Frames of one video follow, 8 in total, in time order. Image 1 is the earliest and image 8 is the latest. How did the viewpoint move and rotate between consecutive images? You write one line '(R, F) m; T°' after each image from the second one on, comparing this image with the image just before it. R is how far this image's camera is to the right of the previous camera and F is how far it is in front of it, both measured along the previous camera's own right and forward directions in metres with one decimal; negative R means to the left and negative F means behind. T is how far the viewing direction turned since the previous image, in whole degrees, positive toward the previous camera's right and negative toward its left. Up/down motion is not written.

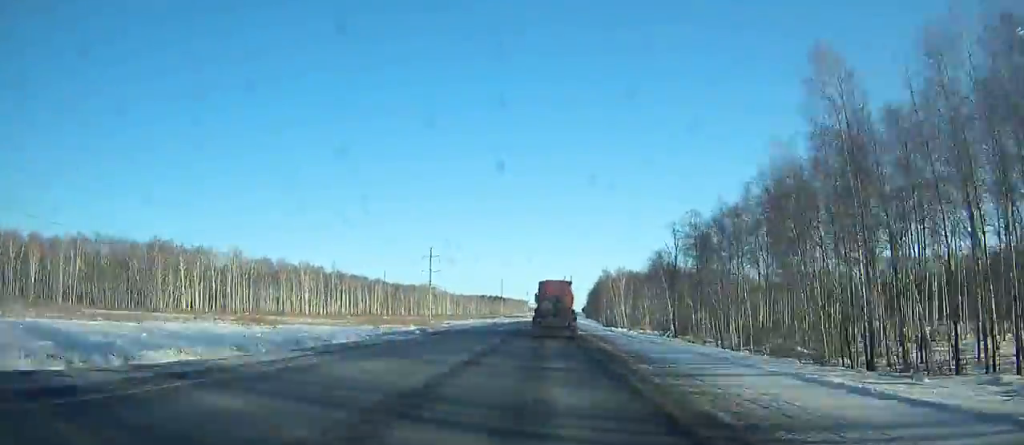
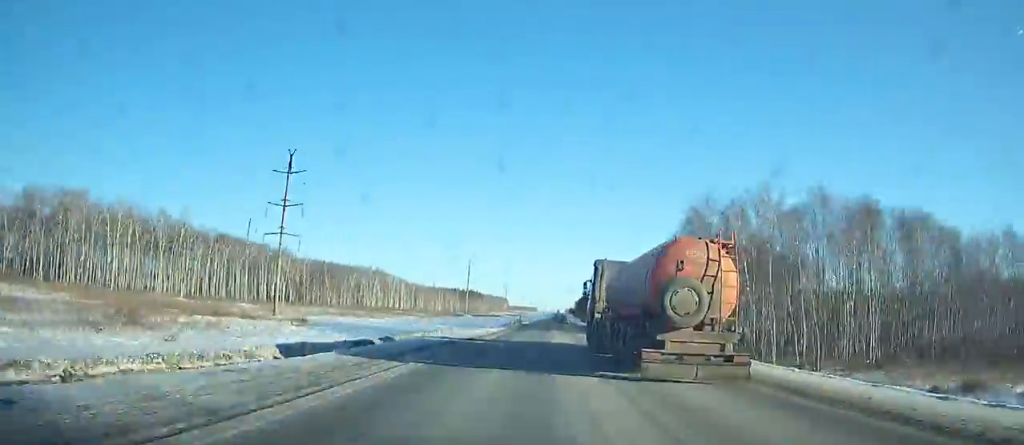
(+1.1, +109.9) m; +2°
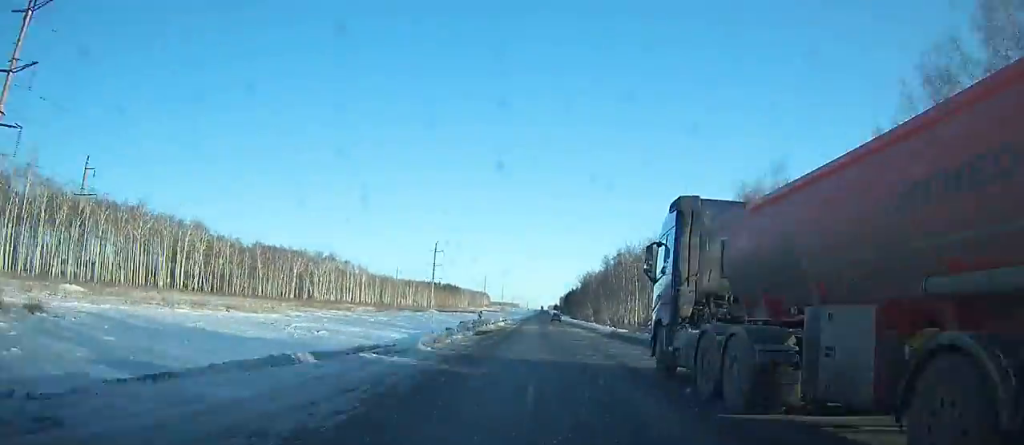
(+0.6, +51.3) m; +1°
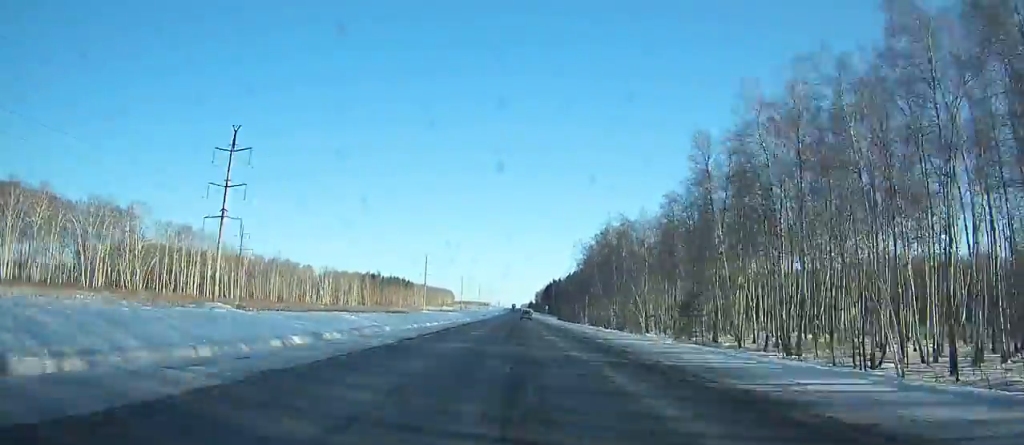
(+3.5, +131.7) m; +3°
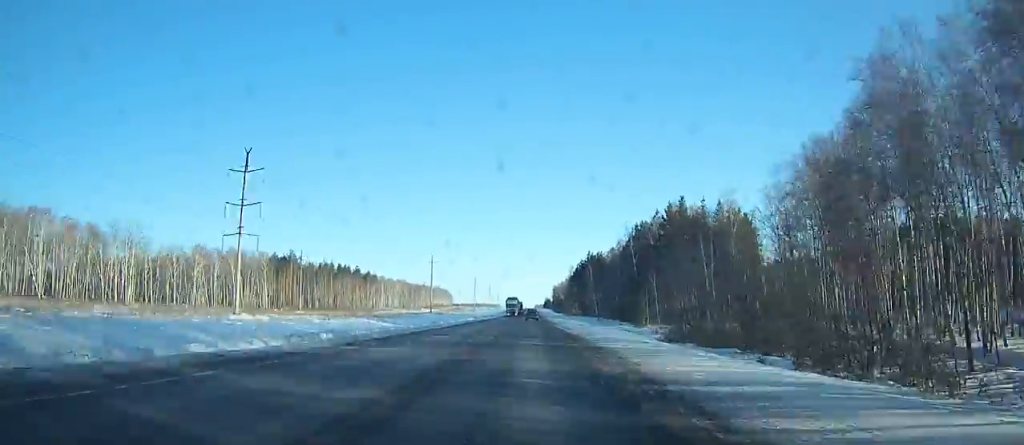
(+0.5, +176.2) m; 0°
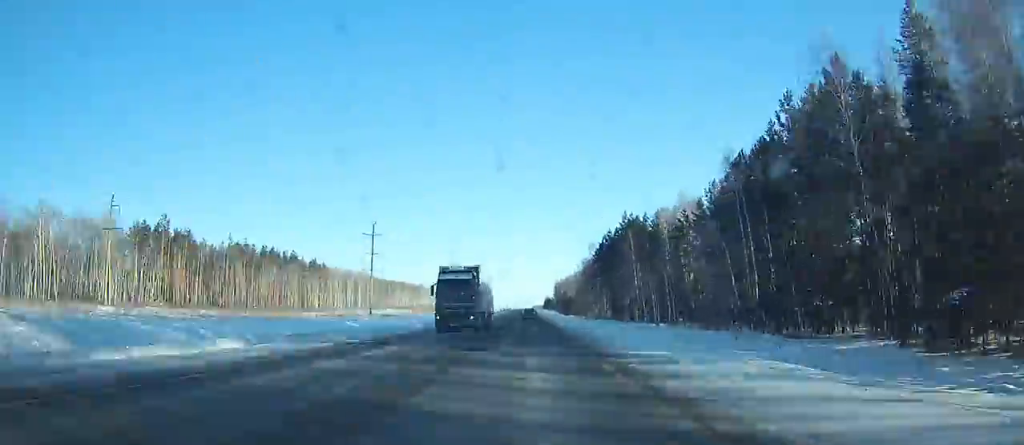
(-0.4, +92.1) m; 0°
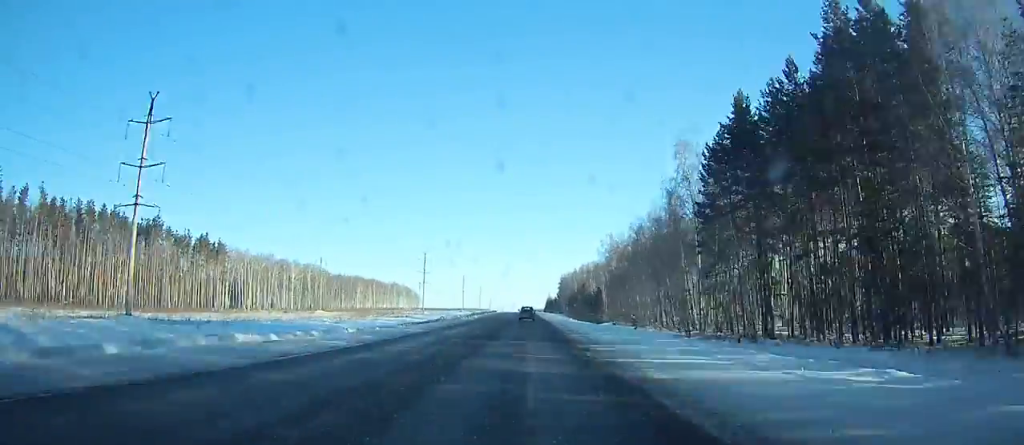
(0.0, +101.7) m; 0°
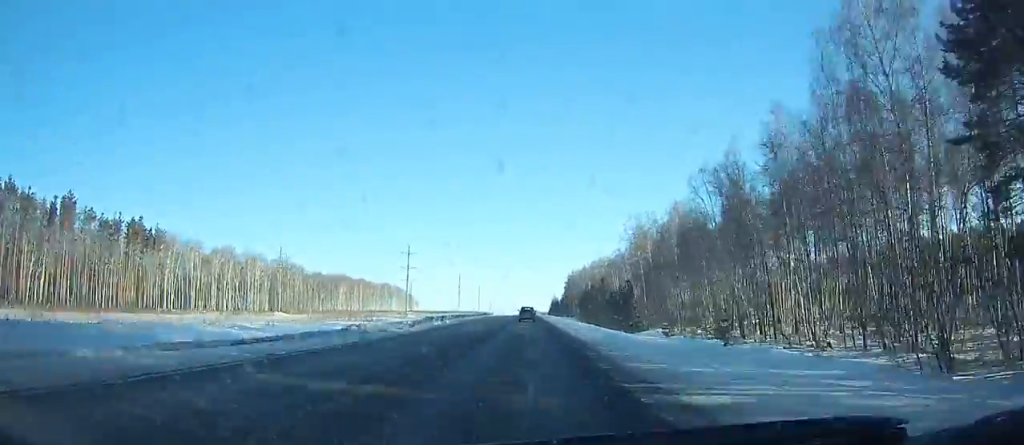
(0.0, +38.0) m; 0°
